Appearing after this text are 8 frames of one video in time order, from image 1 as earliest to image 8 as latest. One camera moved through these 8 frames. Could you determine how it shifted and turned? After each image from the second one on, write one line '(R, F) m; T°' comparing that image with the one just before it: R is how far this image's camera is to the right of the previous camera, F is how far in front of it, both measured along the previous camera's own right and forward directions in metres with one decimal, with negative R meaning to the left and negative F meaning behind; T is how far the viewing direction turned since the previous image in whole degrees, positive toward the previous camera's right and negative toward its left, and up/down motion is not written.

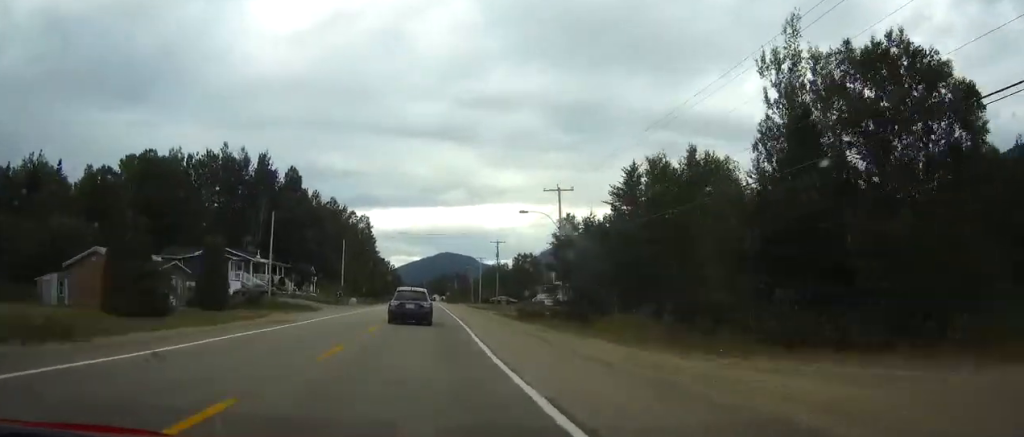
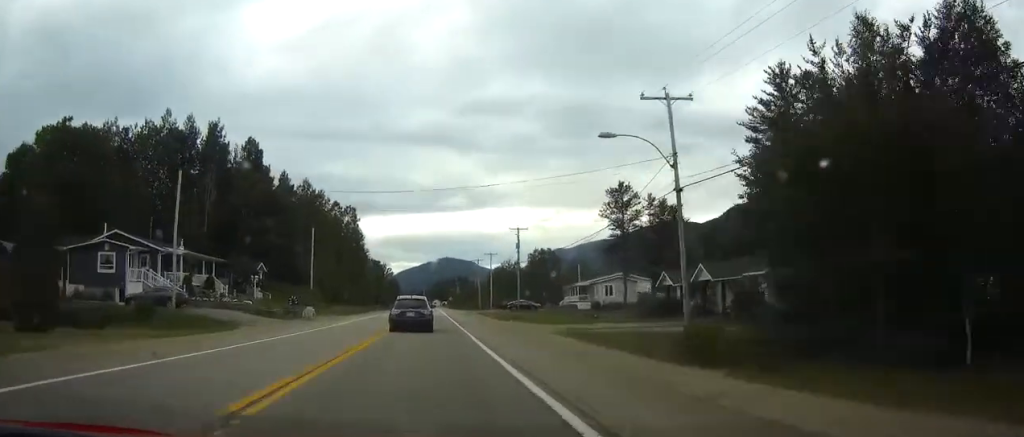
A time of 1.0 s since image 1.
(0.0, +27.1) m; 0°
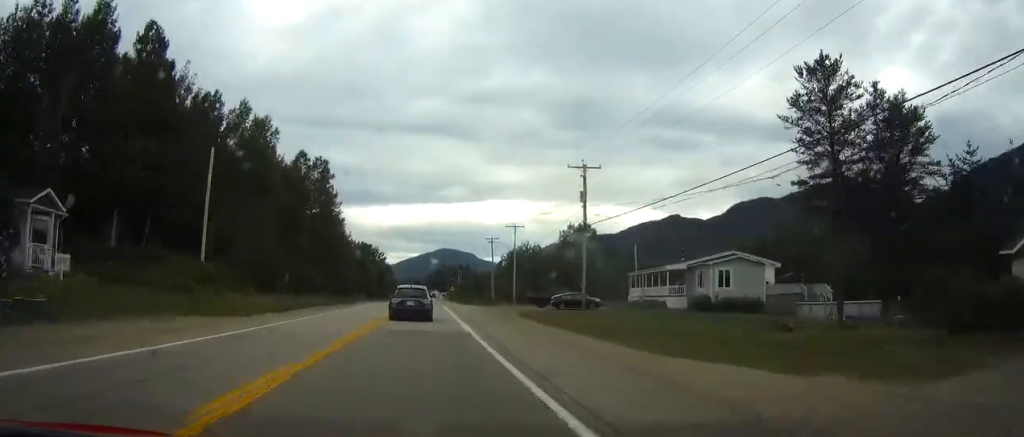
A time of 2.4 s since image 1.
(-0.1, +36.9) m; 0°
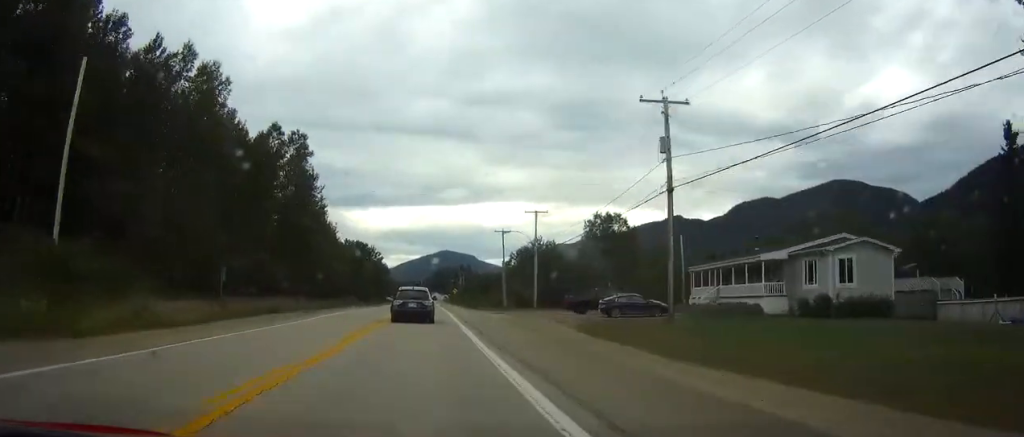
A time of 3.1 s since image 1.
(0.0, +17.7) m; 0°
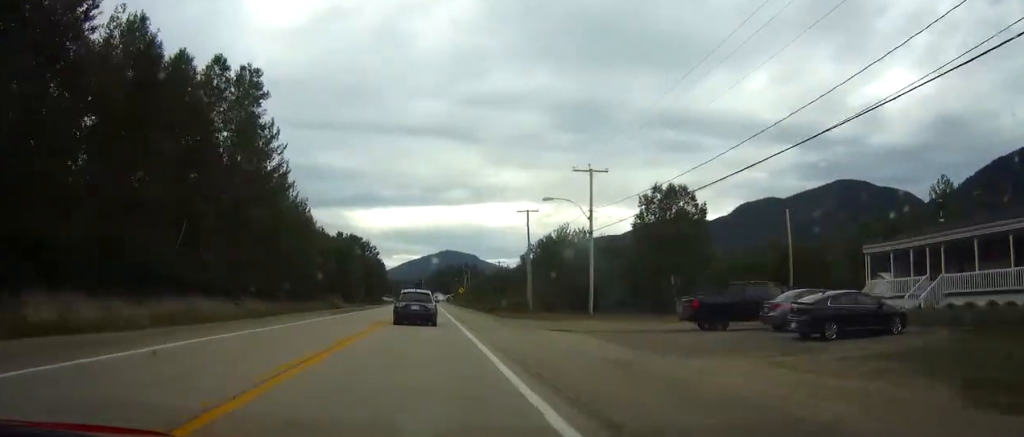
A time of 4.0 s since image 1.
(0.0, +23.8) m; 0°
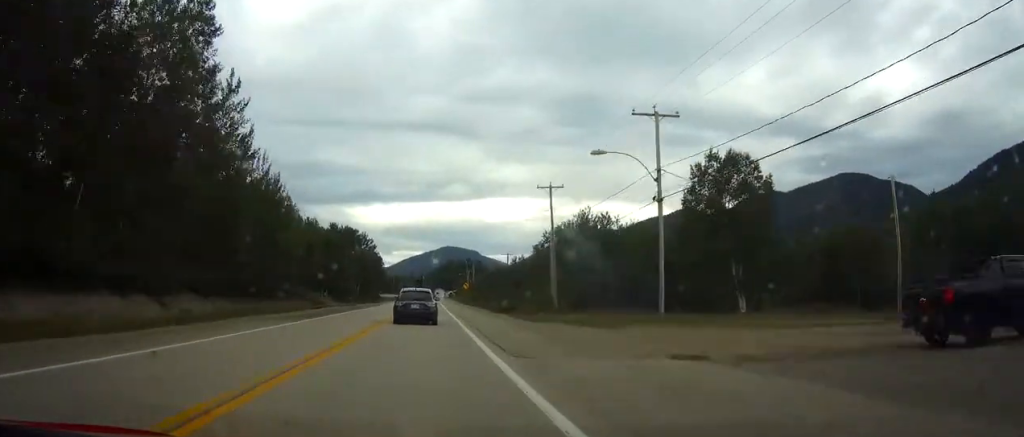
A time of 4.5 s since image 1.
(0.0, +14.1) m; 0°
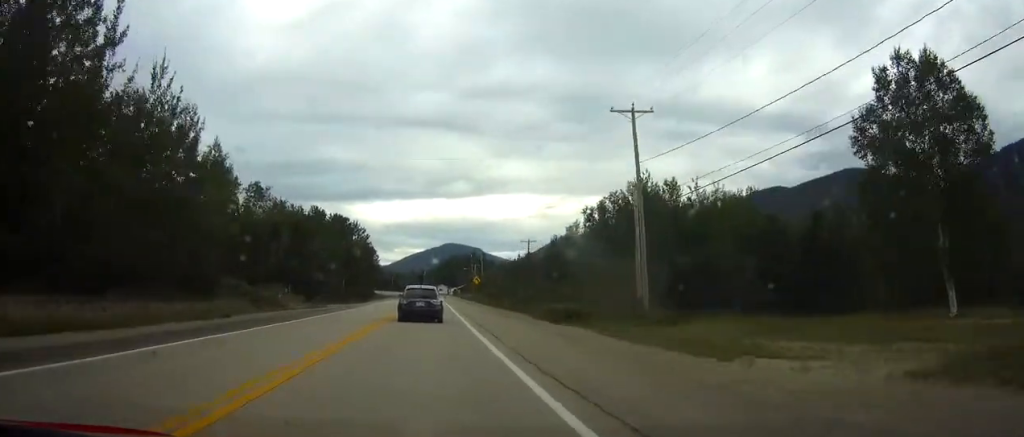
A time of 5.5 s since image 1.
(0.0, +25.6) m; 0°
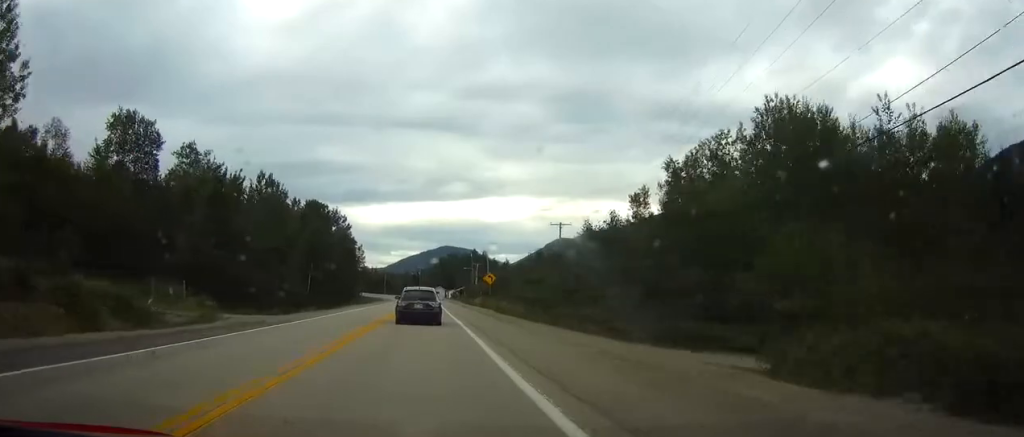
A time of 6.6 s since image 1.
(0.0, +29.1) m; 0°
